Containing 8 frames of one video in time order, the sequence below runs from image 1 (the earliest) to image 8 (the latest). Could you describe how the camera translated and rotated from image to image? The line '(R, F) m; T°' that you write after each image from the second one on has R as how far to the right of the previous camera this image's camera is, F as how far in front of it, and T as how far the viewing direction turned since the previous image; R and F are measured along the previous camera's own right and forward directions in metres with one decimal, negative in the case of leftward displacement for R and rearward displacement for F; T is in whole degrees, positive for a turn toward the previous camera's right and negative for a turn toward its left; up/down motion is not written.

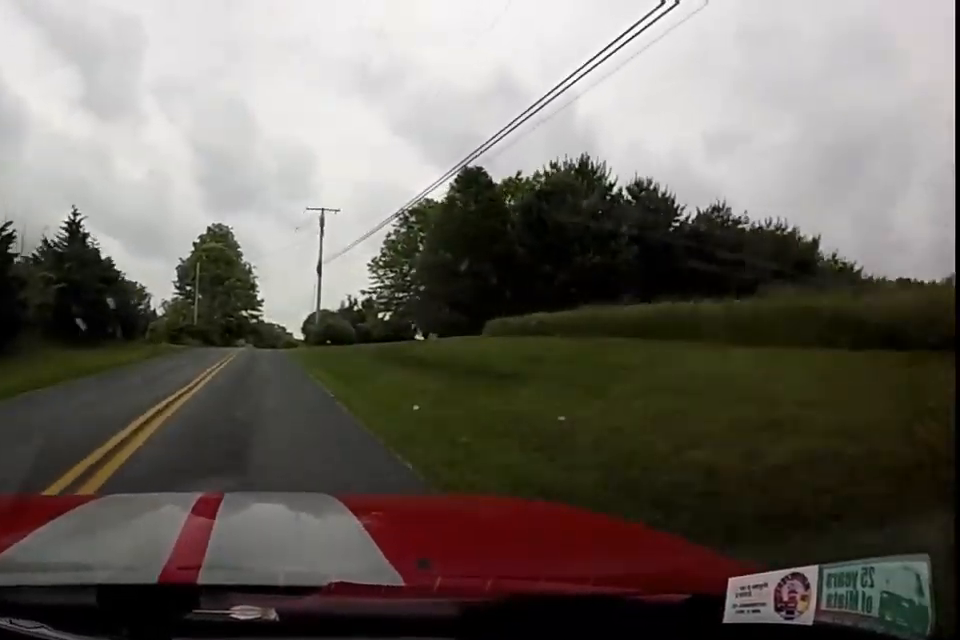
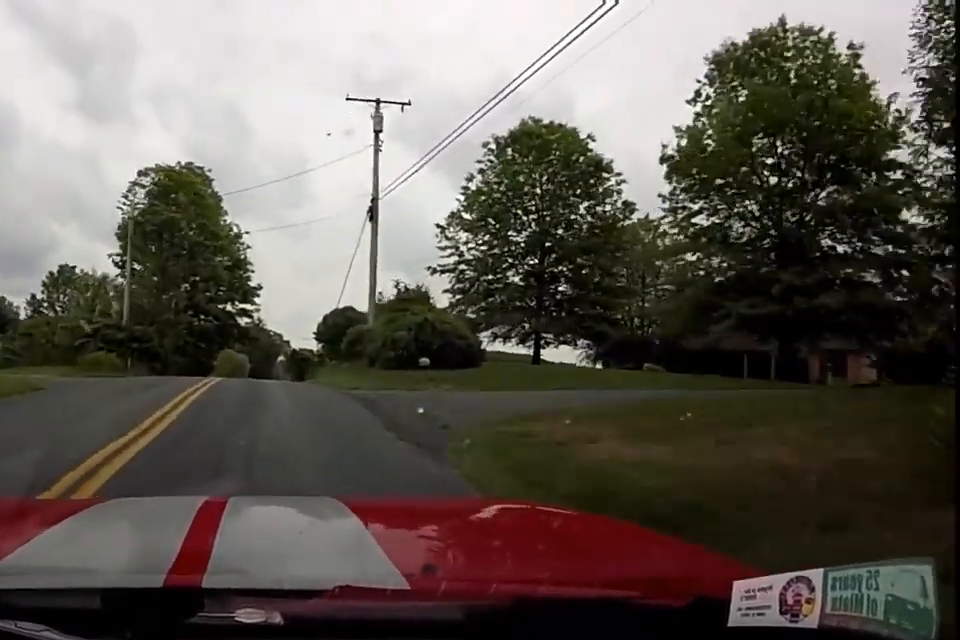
(+0.2, +27.7) m; 0°
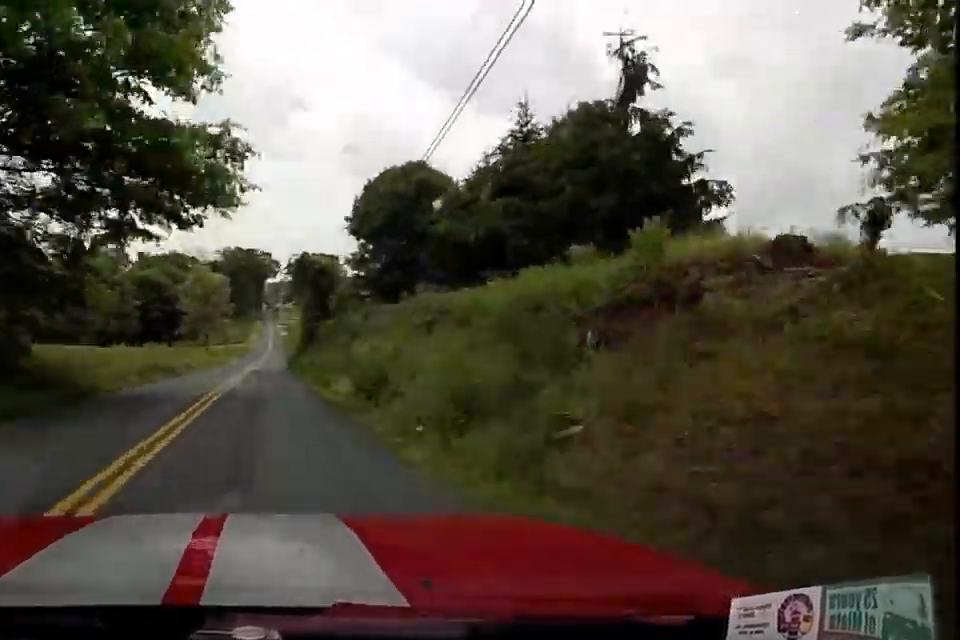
(+0.5, +31.6) m; +2°
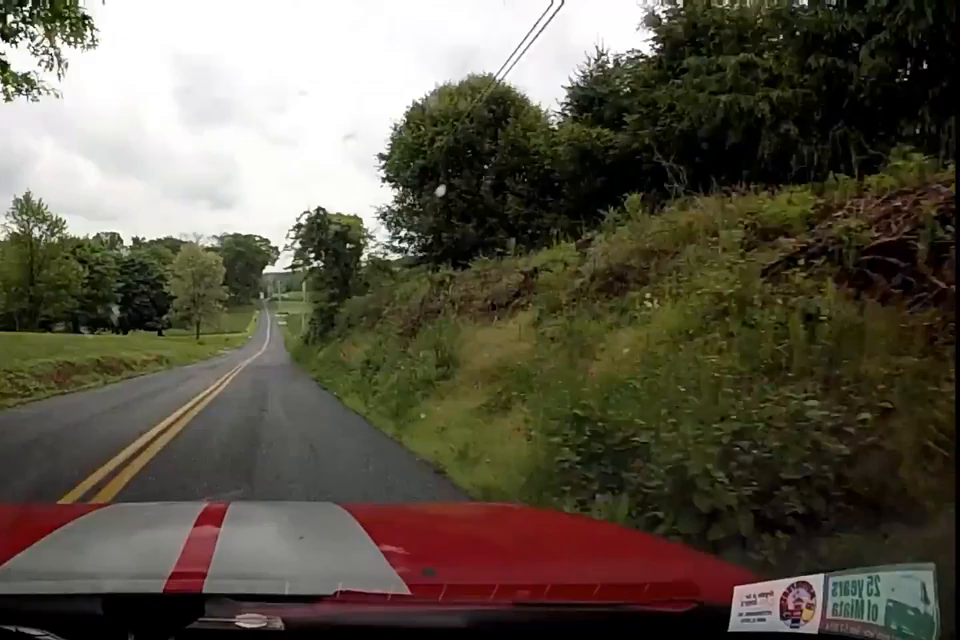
(0.0, +9.5) m; 0°
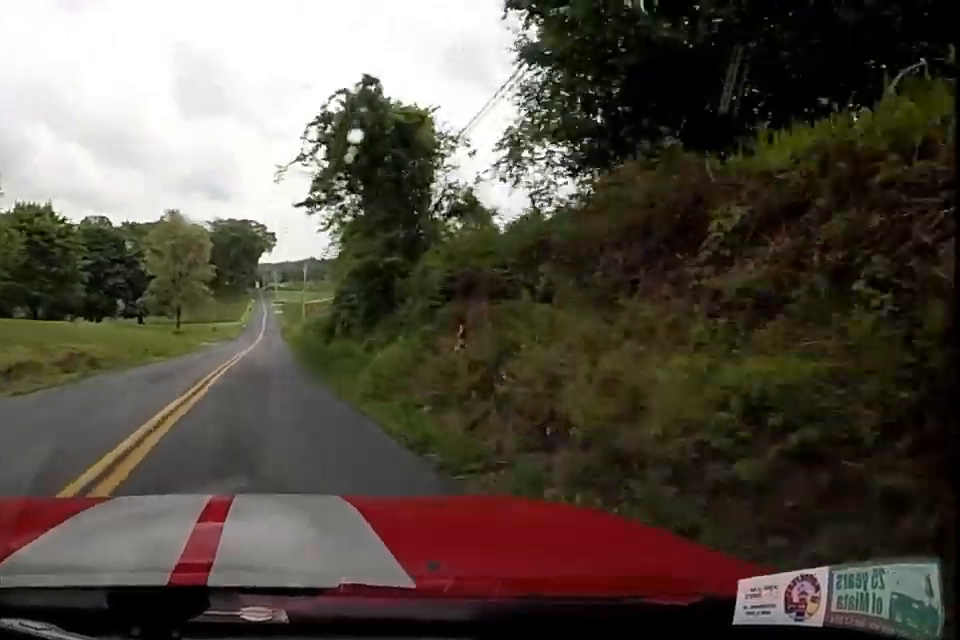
(0.0, +13.0) m; 0°
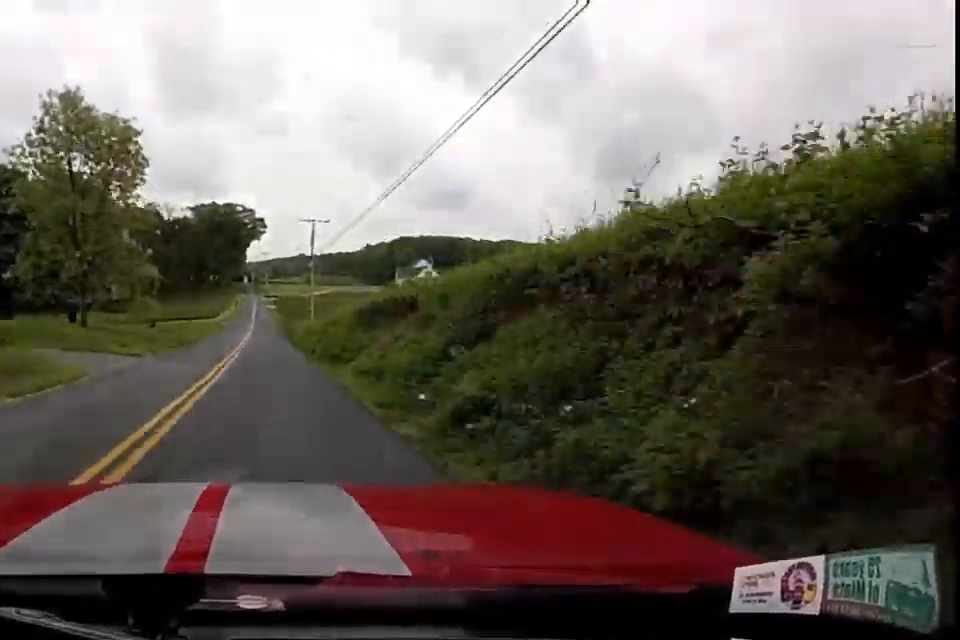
(0.0, +29.8) m; 0°
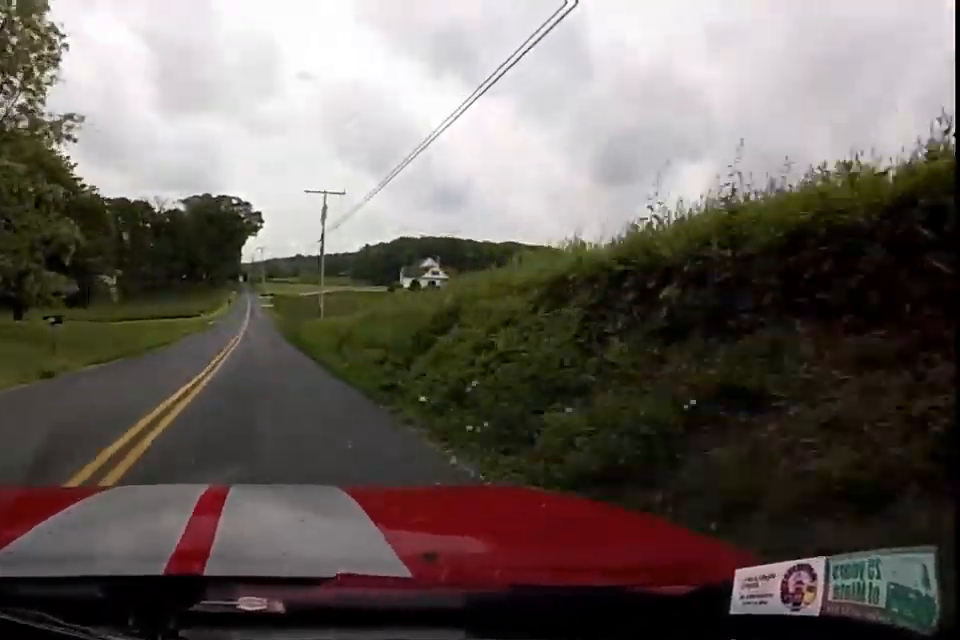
(0.0, +13.2) m; 0°
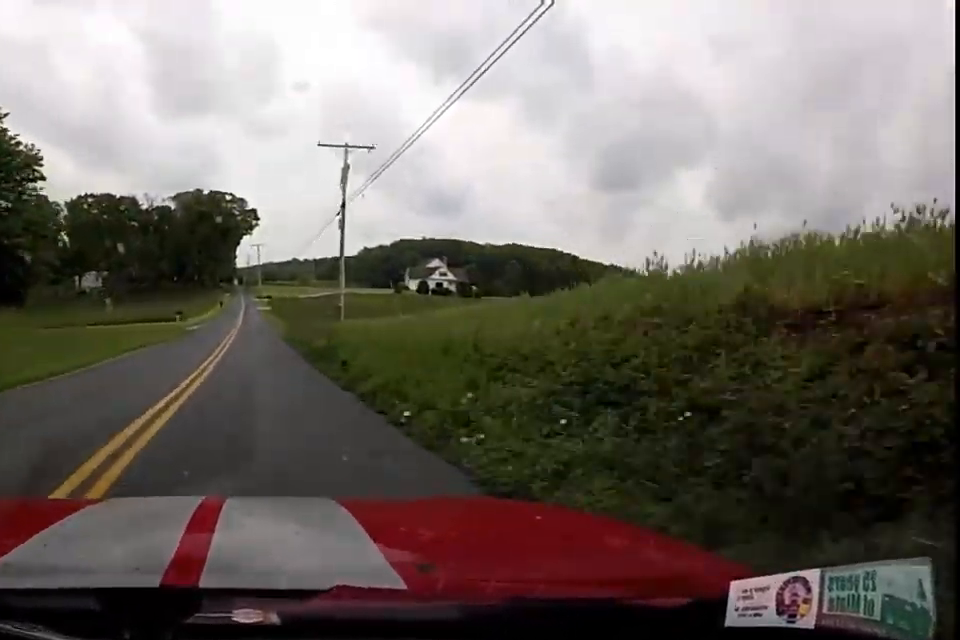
(0.0, +13.2) m; 0°
